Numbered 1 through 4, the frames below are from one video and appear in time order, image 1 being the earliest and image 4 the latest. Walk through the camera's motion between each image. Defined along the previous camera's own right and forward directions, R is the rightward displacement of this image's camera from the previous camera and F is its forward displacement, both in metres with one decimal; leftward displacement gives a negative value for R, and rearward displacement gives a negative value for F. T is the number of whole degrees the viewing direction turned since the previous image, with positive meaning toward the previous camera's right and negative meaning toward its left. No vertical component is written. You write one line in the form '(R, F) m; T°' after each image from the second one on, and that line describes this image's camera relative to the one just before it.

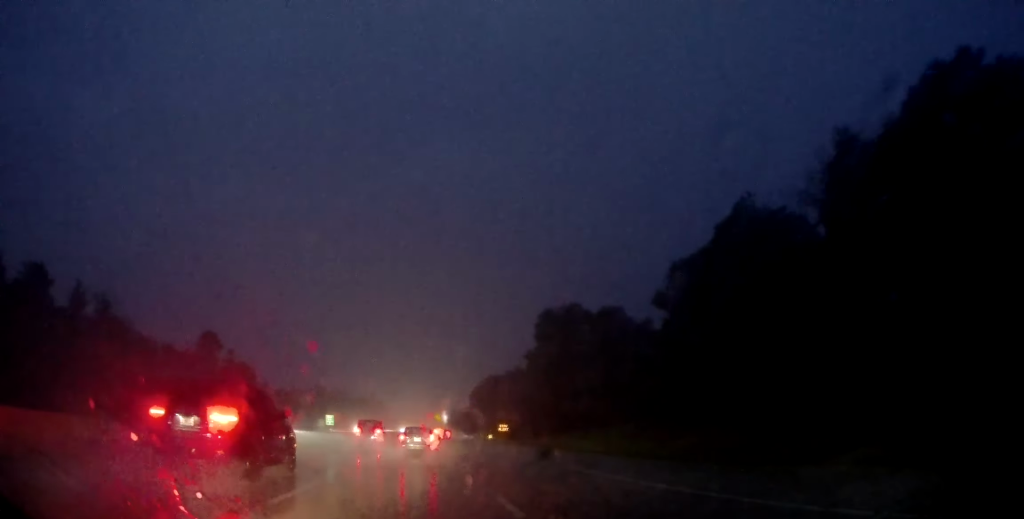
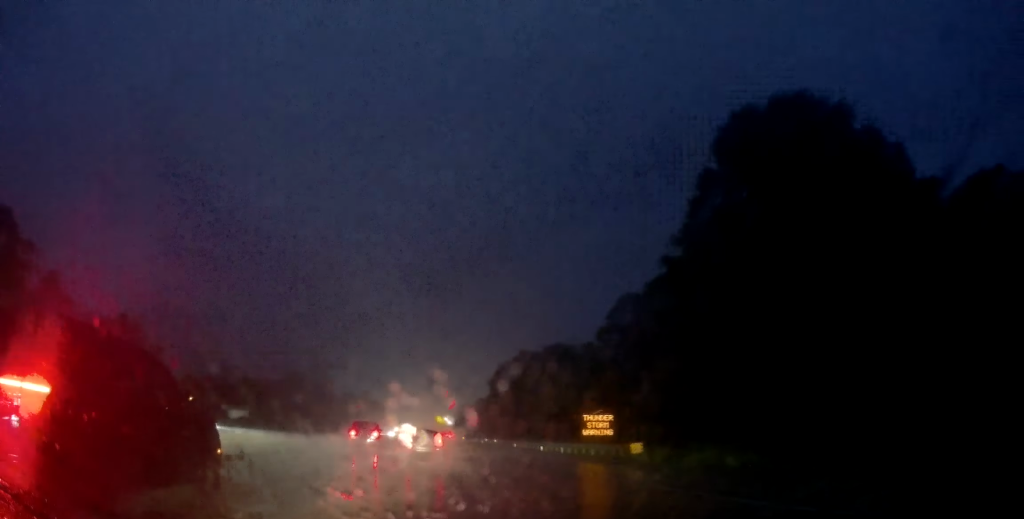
(+1.0, +66.1) m; +1°
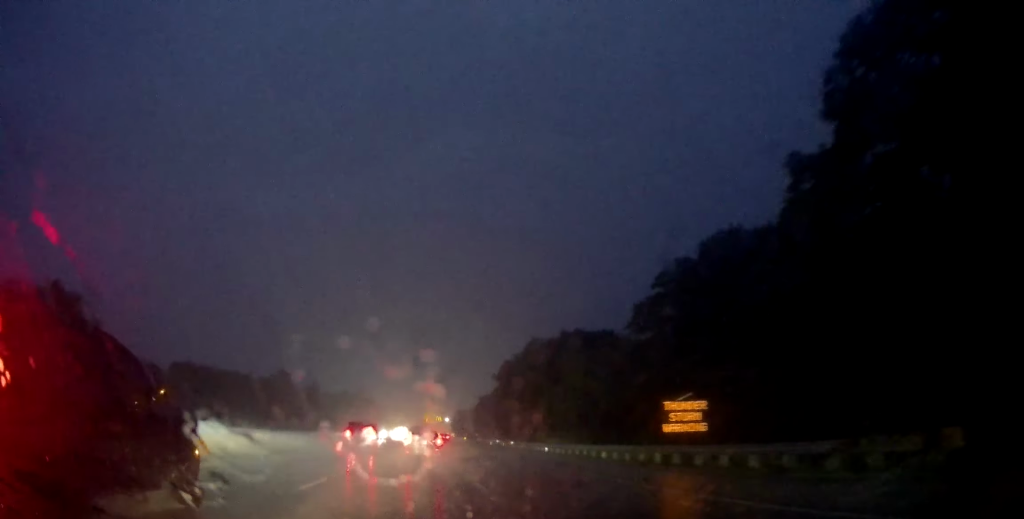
(-0.1, +18.2) m; -1°
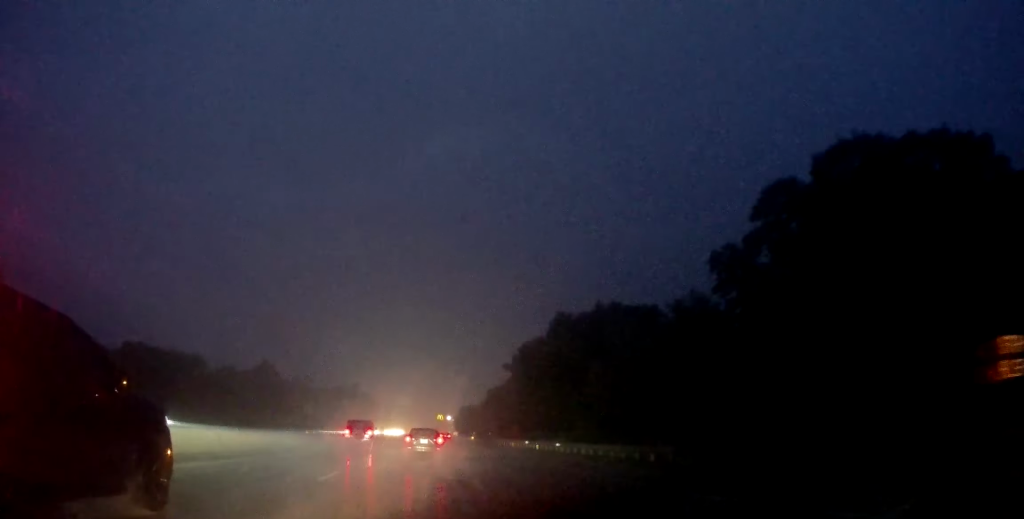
(-0.2, +21.4) m; -1°
